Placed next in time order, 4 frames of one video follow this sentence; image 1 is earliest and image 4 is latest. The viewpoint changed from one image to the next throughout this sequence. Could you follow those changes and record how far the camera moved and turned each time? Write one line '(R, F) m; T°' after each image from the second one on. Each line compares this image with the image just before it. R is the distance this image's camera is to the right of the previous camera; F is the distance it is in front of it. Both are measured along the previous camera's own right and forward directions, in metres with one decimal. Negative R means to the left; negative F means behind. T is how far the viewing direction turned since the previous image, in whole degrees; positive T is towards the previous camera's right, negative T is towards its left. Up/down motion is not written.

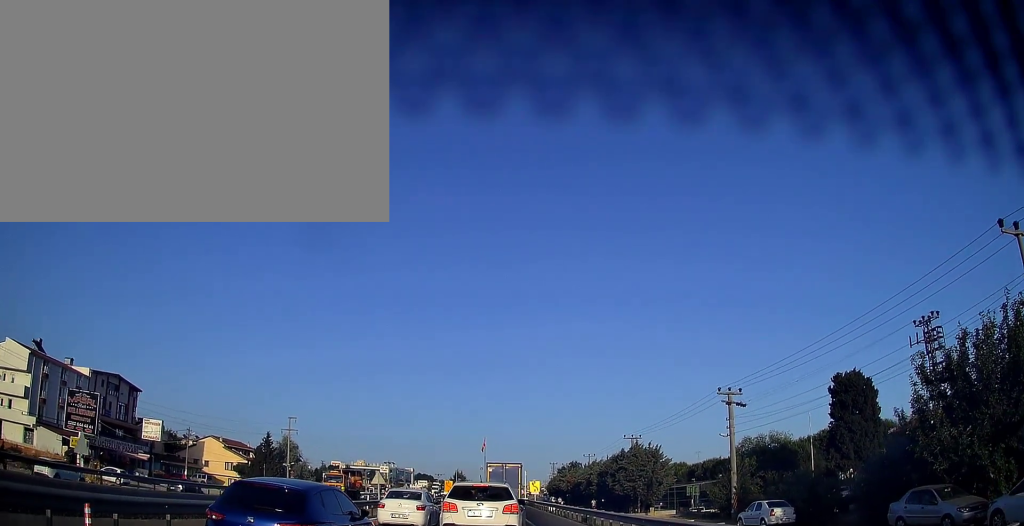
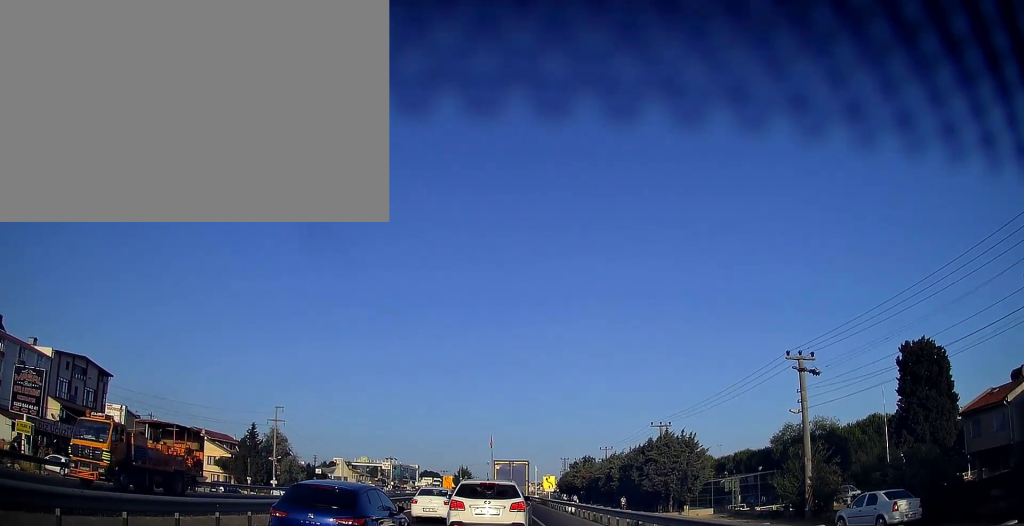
(+0.1, +10.0) m; 0°
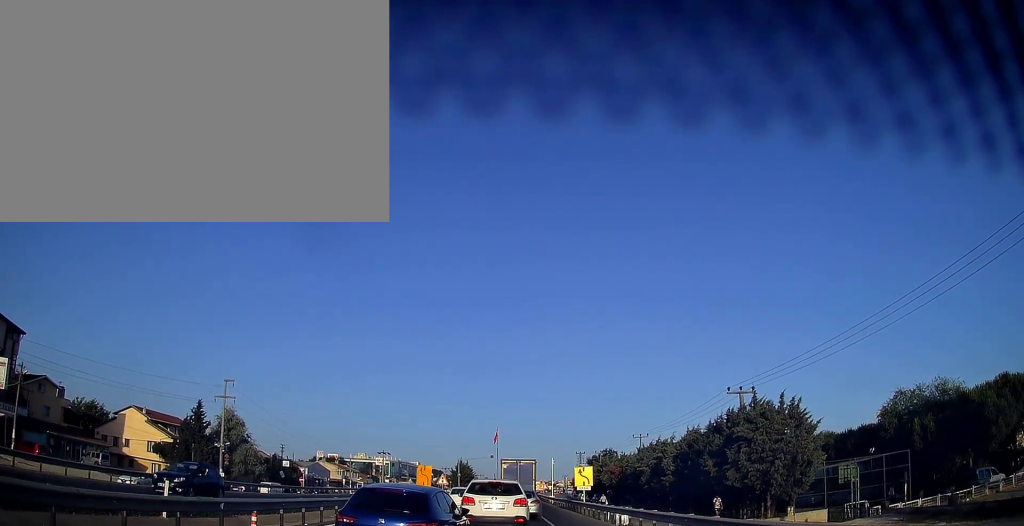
(+0.4, +20.8) m; +1°
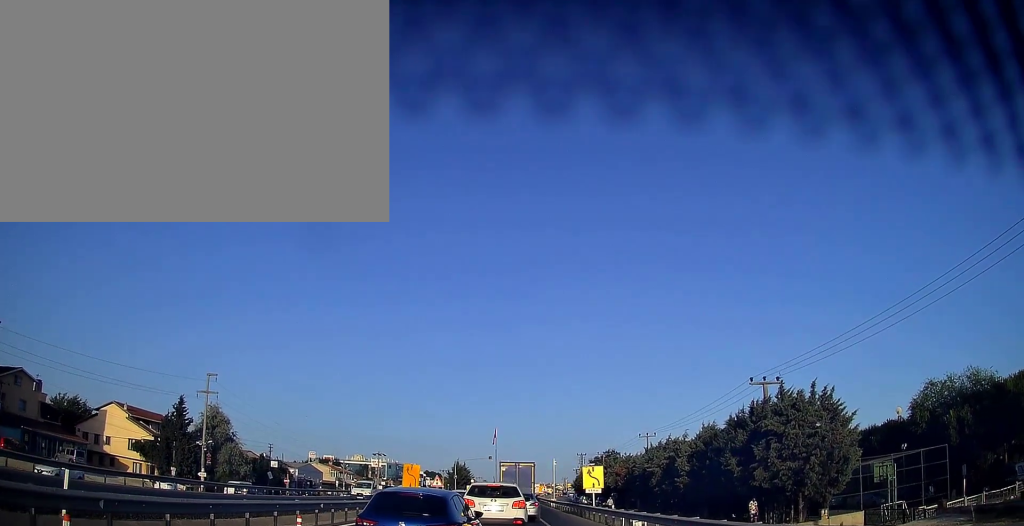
(-0.1, +4.5) m; -1°
